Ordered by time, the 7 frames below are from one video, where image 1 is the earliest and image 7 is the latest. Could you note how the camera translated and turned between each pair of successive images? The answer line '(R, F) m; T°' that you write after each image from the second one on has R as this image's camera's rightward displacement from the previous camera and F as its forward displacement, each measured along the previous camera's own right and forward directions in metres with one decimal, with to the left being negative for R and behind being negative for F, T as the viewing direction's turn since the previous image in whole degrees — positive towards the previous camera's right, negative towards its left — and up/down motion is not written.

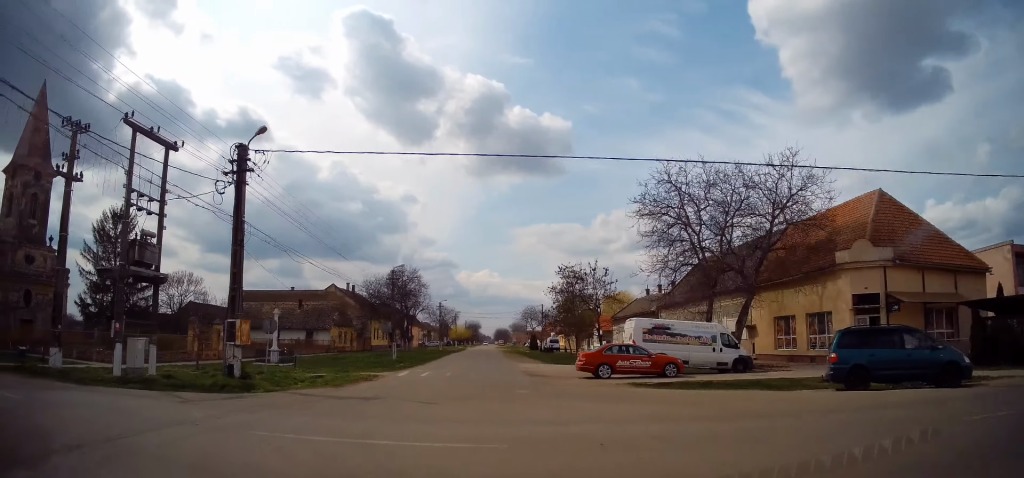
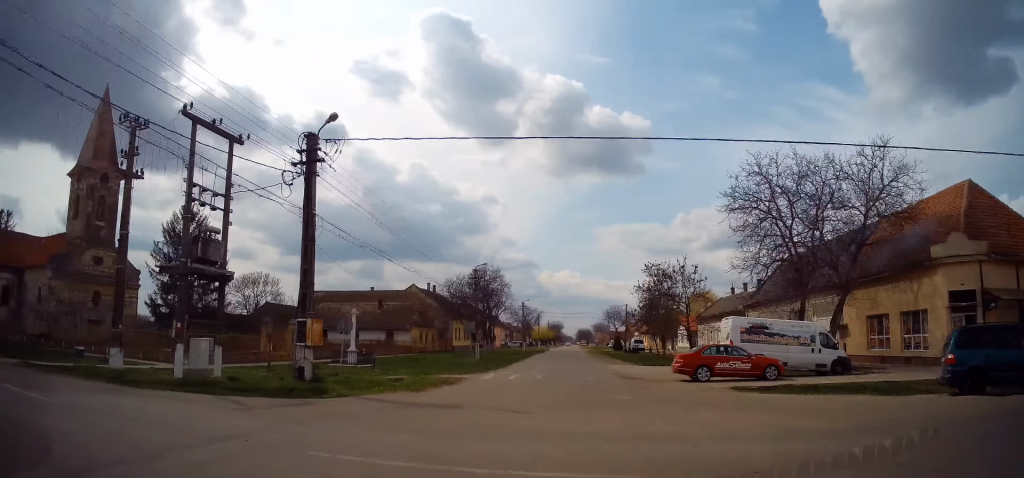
(-0.1, +1.8) m; -11°
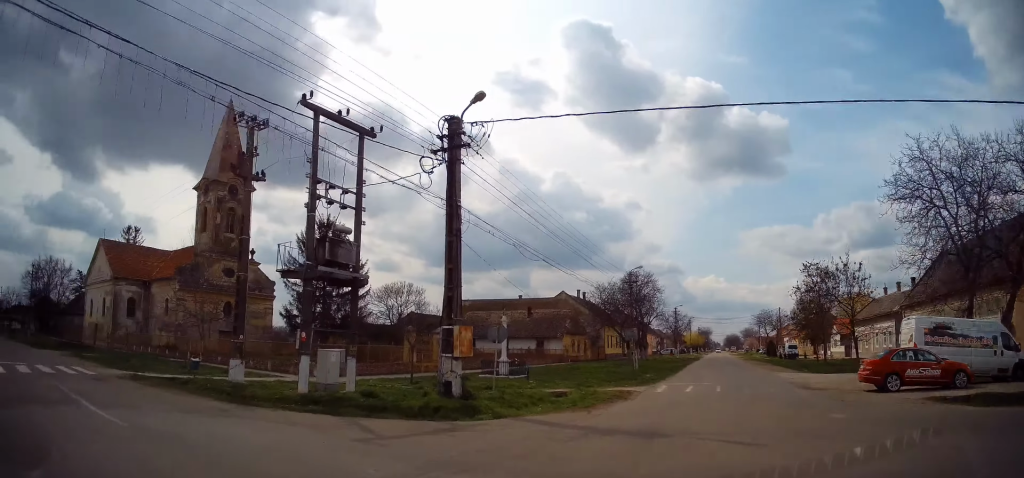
(-0.3, +2.5) m; -19°
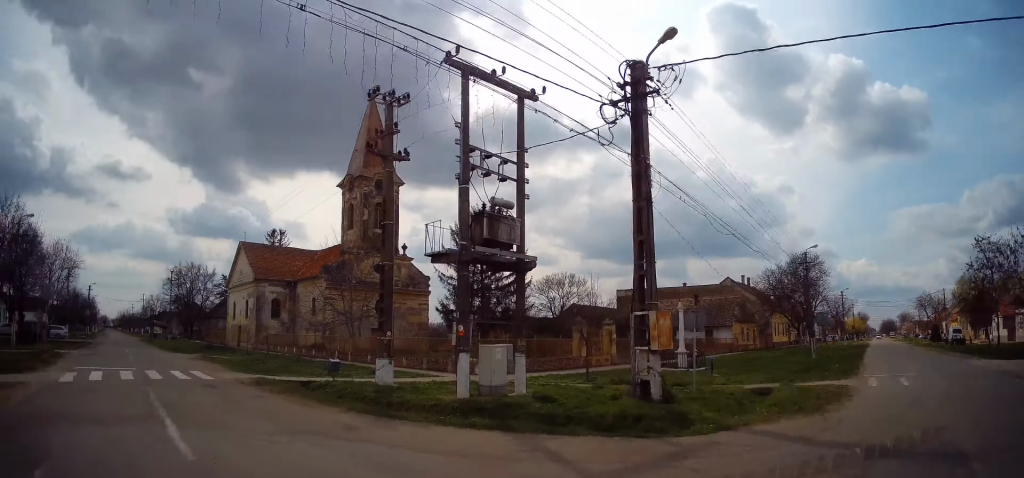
(-0.5, +2.7) m; -16°
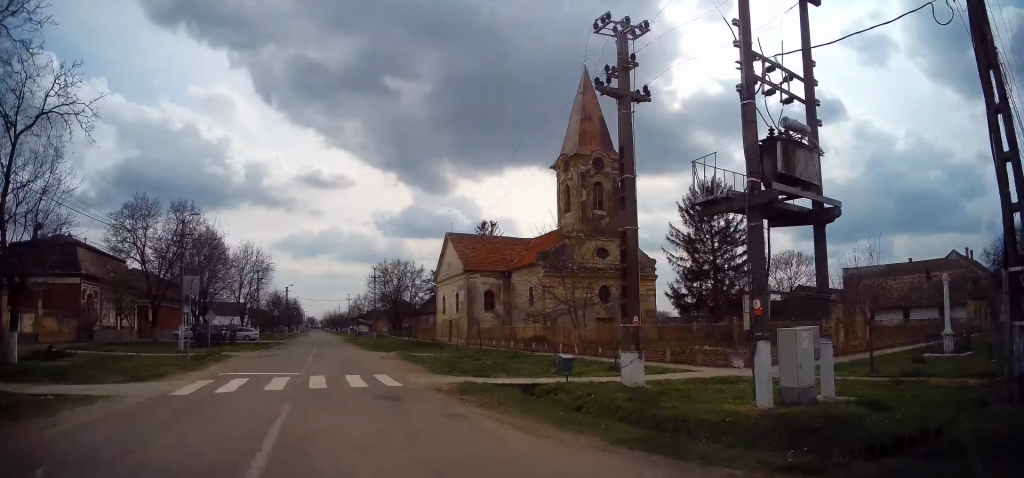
(-0.7, +3.8) m; -15°
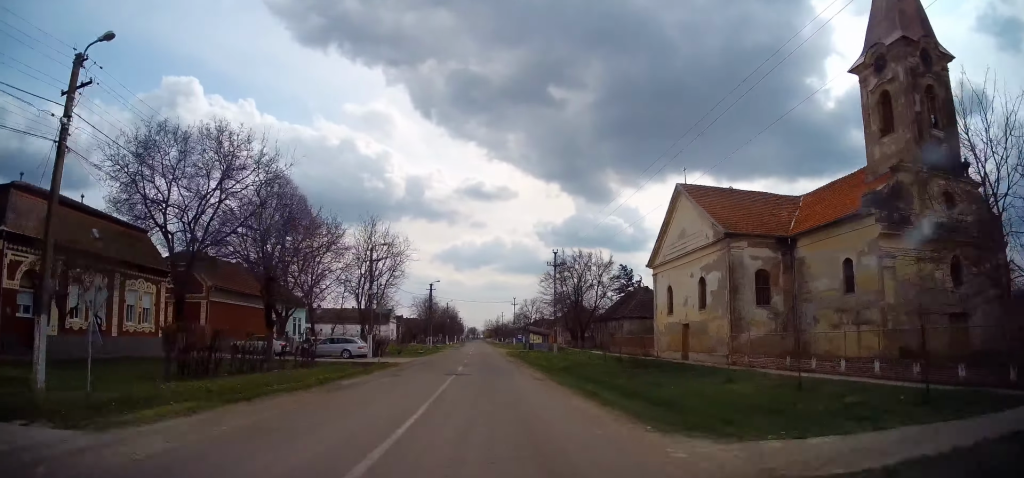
(-4.3, +20.0) m; -17°
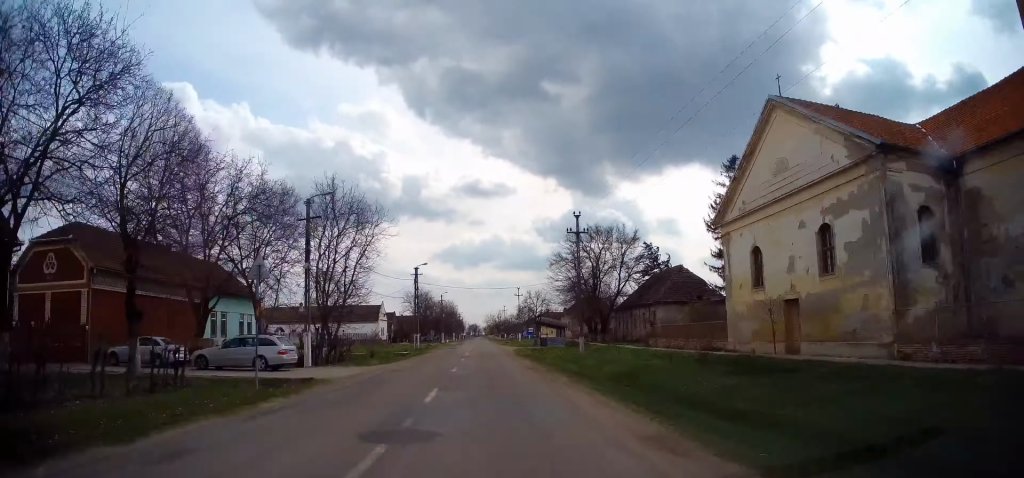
(-0.3, +13.9) m; 0°
